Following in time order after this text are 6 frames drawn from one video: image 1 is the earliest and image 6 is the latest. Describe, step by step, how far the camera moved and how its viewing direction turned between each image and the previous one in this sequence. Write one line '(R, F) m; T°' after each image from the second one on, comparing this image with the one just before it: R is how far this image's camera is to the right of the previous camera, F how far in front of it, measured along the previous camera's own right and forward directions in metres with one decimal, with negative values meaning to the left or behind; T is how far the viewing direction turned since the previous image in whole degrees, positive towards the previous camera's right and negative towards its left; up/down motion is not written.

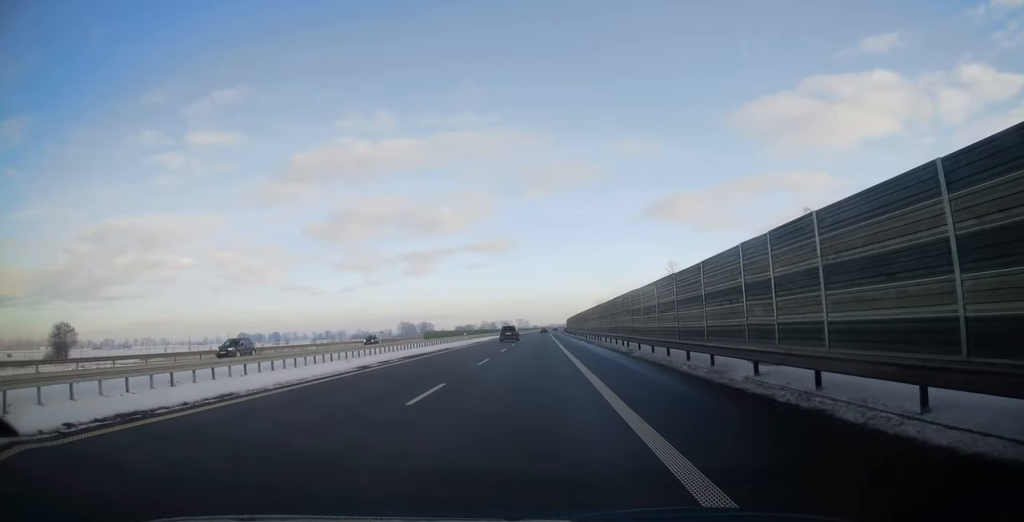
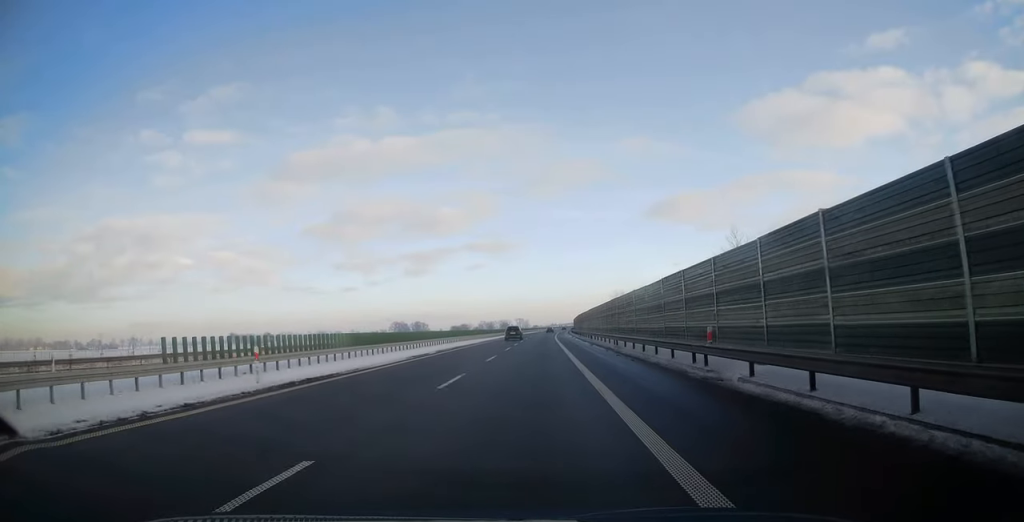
(+0.3, +44.6) m; 0°
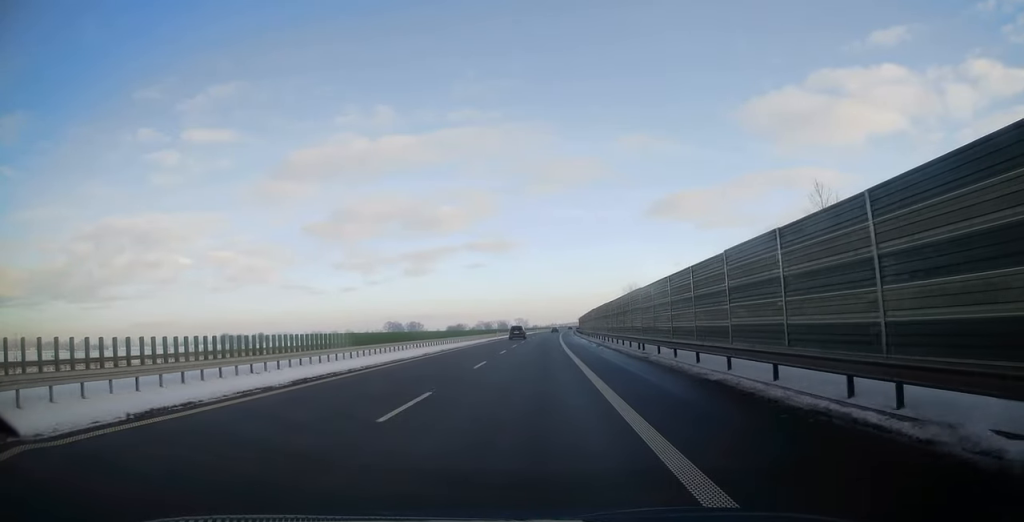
(-0.3, +29.1) m; 0°
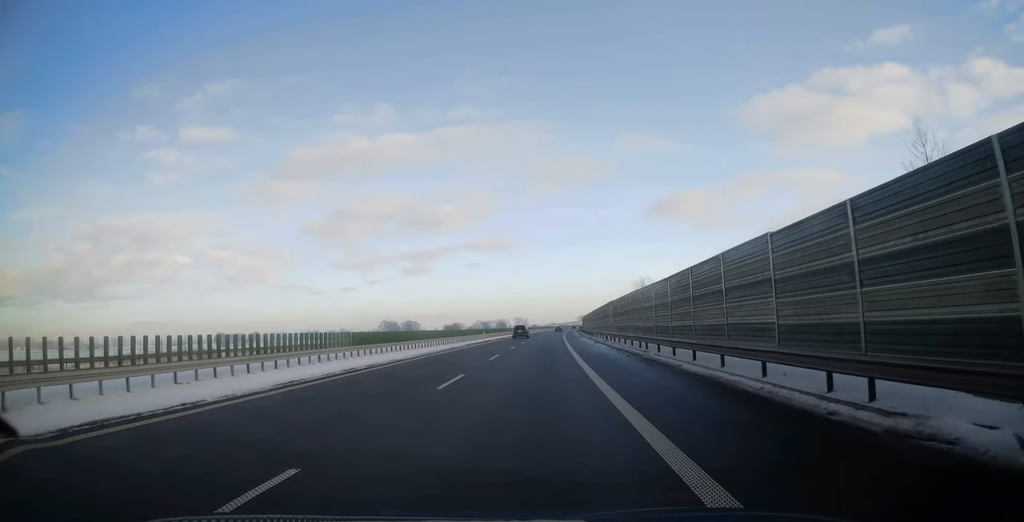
(+0.1, +19.1) m; 0°
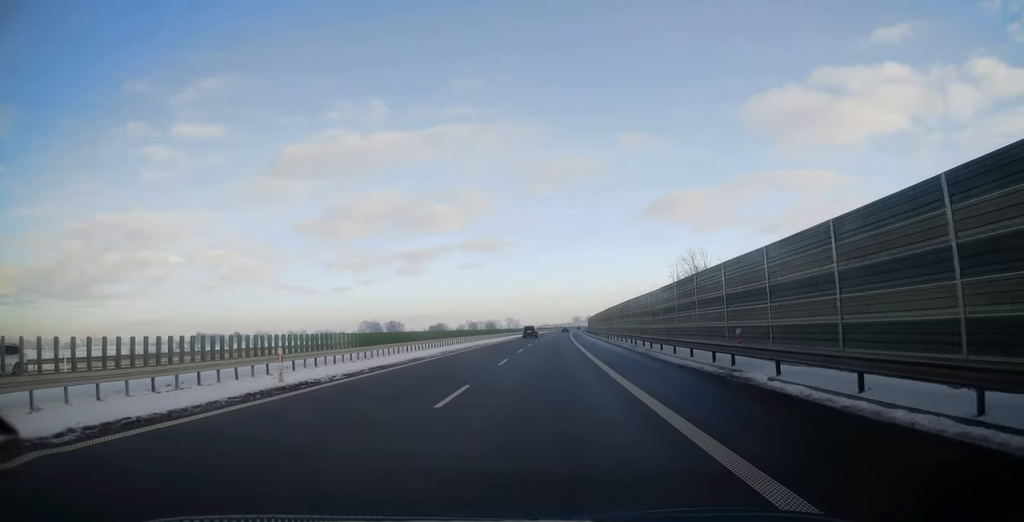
(+0.3, +51.0) m; 0°
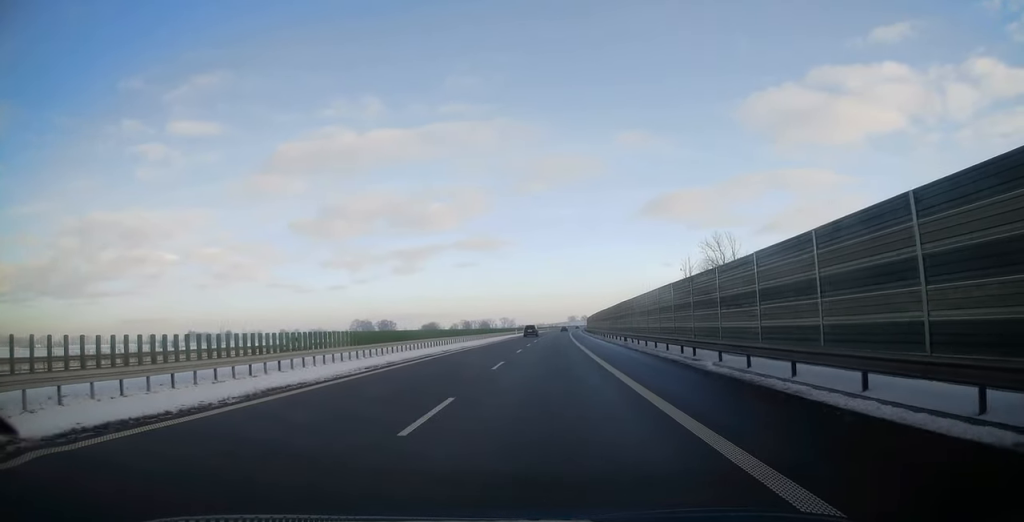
(0.0, +14.9) m; 0°
